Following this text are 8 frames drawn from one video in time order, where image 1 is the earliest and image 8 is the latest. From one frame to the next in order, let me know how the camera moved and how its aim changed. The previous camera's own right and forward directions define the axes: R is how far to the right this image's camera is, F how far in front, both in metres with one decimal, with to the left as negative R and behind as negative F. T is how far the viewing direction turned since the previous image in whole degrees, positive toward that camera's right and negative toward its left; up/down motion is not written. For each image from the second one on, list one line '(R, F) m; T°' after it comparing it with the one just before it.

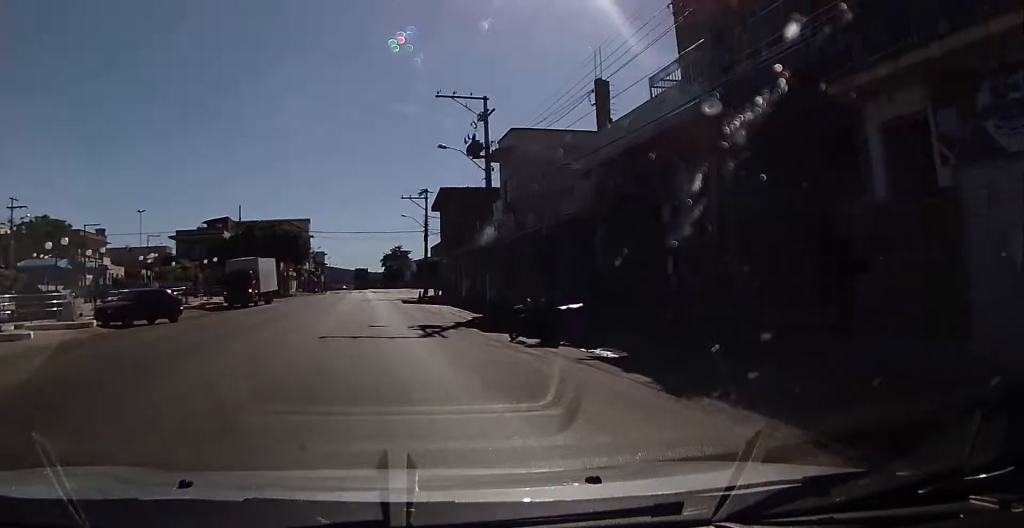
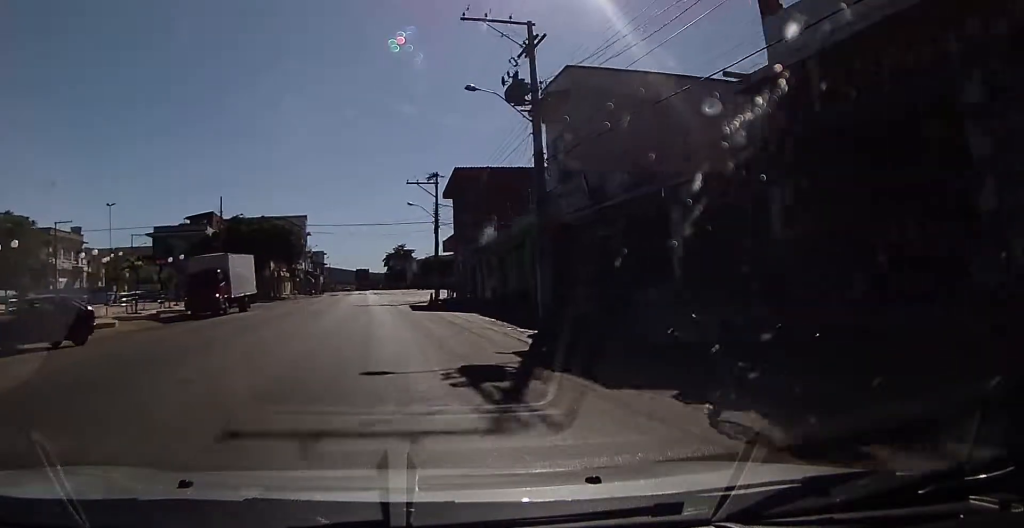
(0.0, +8.4) m; +1°
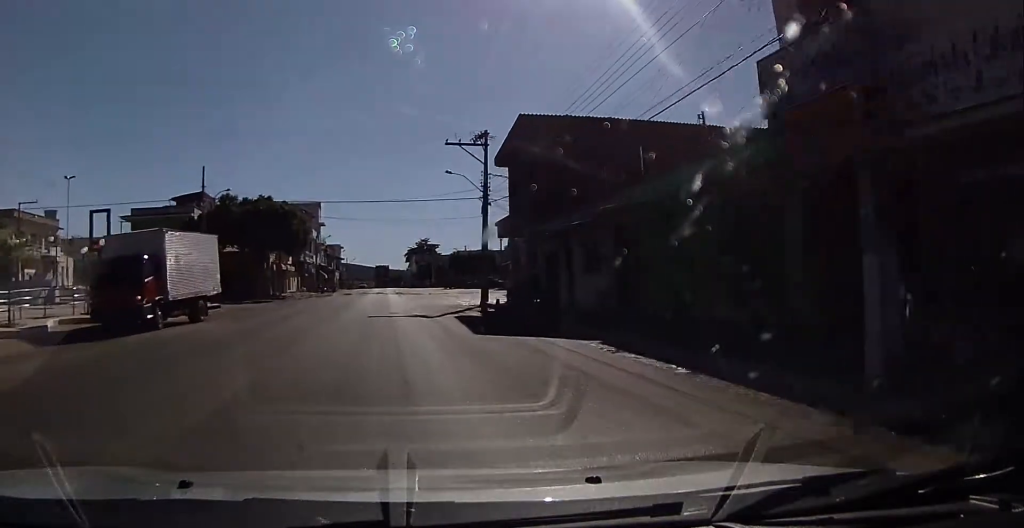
(+0.3, +12.8) m; +1°
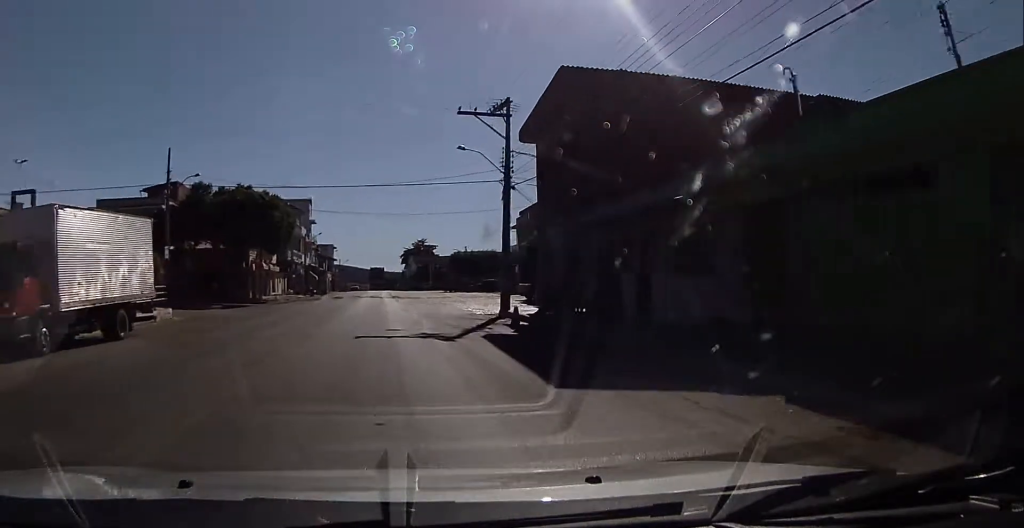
(0.0, +7.1) m; 0°
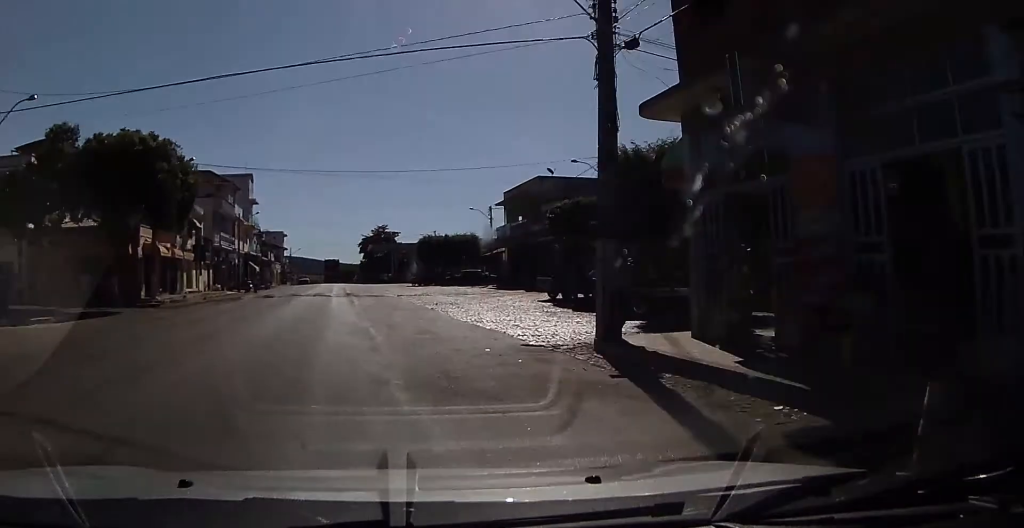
(+0.1, +16.4) m; +2°
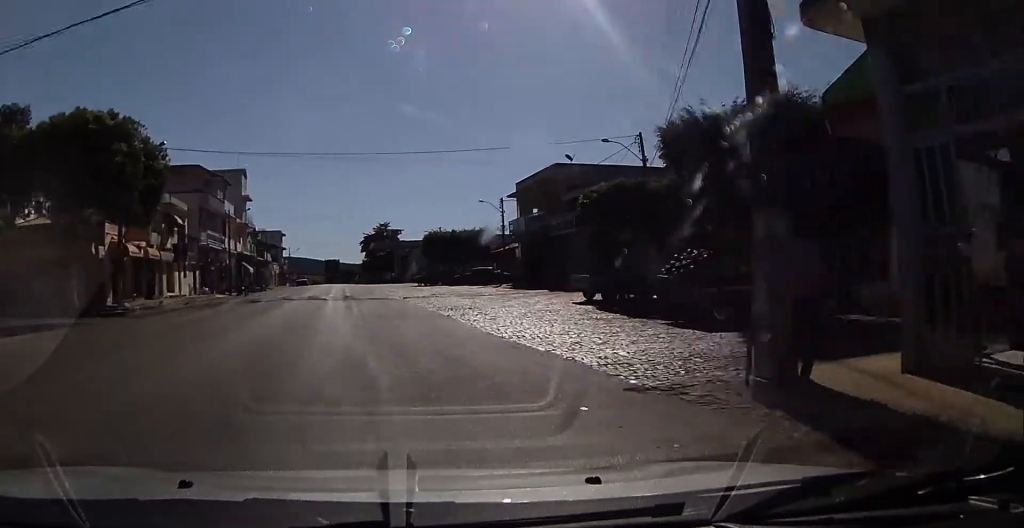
(0.0, +5.2) m; 0°
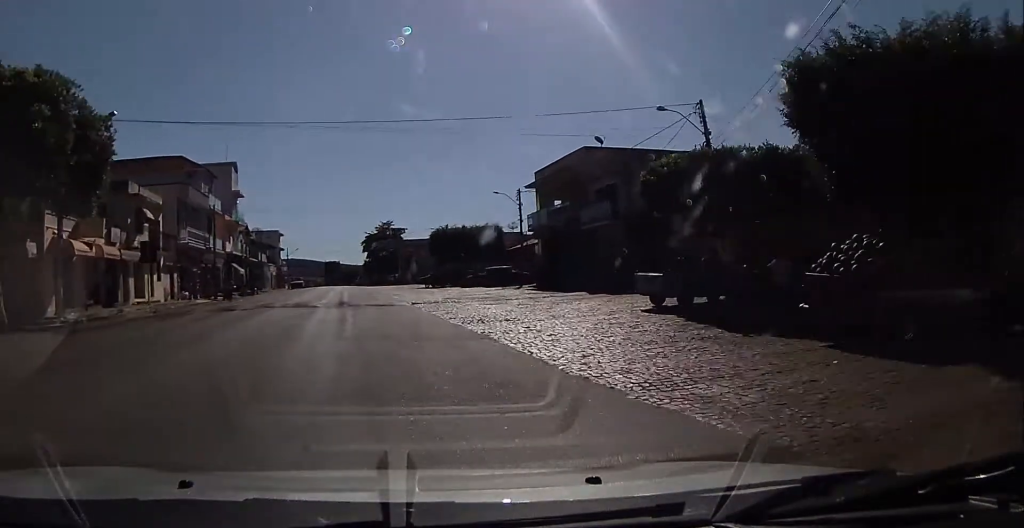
(0.0, +6.7) m; 0°
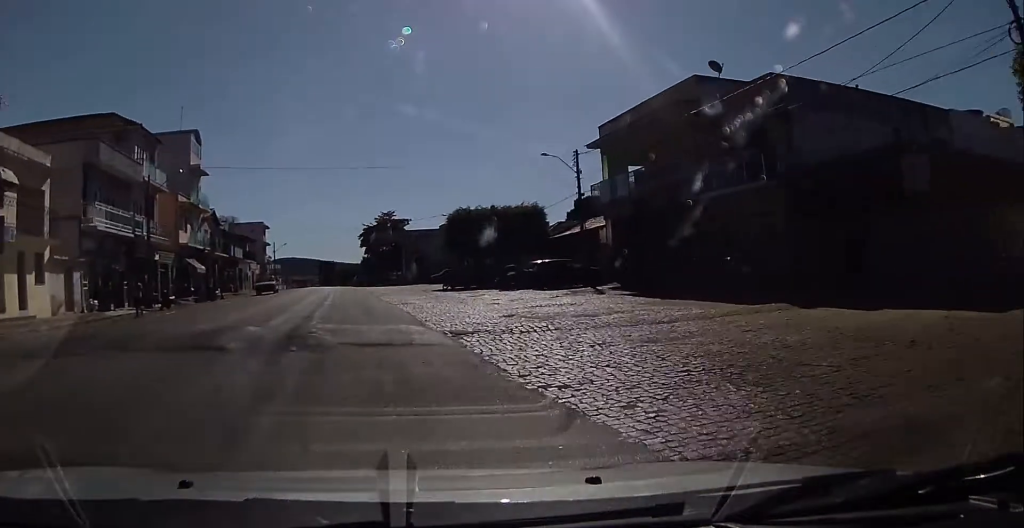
(-0.4, +16.9) m; -2°
